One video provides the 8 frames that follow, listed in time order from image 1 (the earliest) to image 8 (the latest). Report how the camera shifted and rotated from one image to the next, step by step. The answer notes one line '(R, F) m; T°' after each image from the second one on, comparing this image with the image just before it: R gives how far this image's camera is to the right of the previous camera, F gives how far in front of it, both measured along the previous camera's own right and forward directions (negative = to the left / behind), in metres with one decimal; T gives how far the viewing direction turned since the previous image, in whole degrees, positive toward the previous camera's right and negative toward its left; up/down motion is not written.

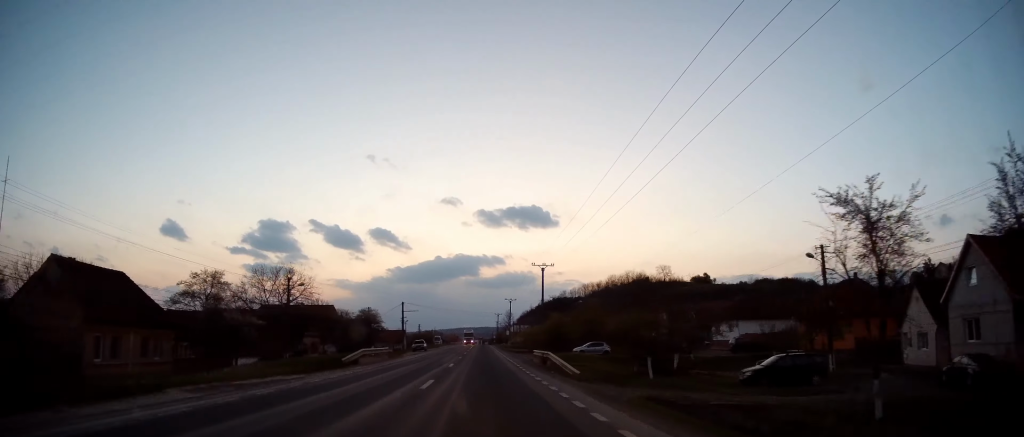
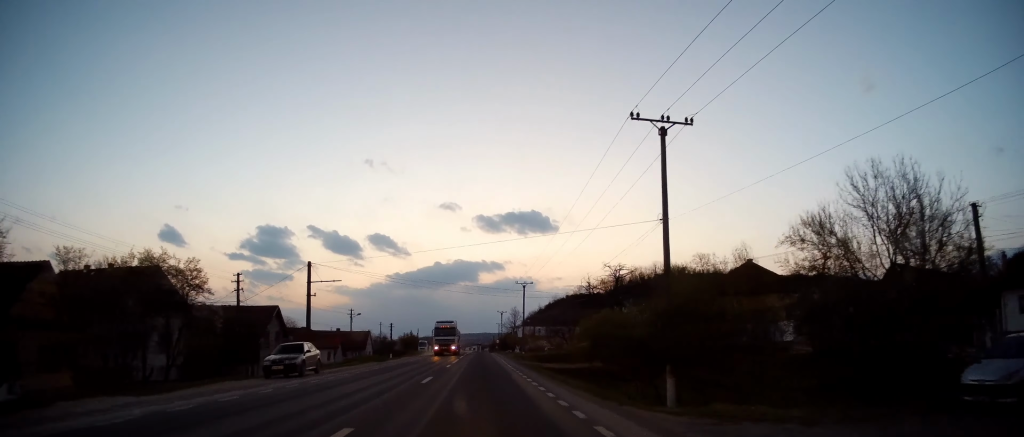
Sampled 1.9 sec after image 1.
(-0.3, +46.1) m; 0°
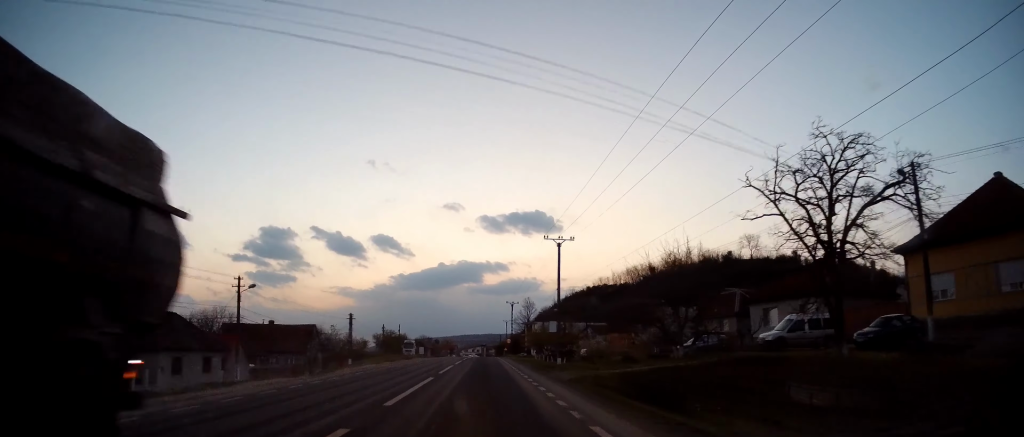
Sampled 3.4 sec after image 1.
(+0.3, +36.4) m; 0°
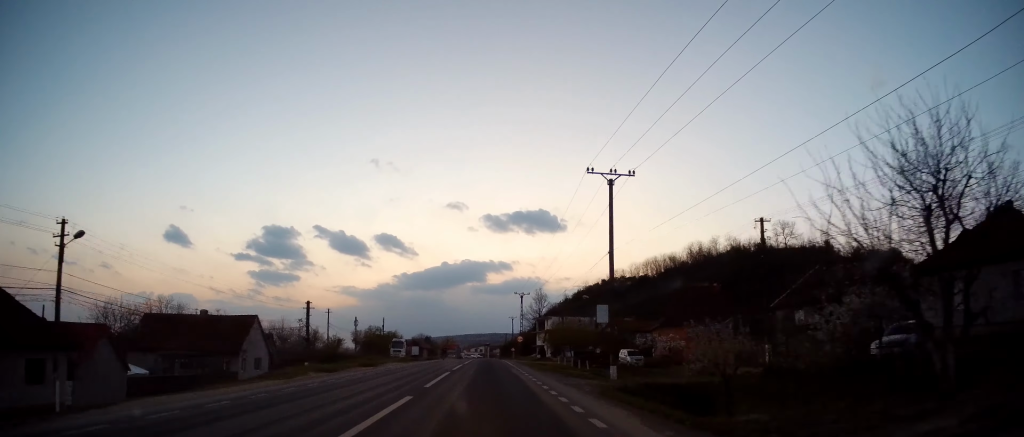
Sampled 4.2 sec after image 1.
(0.0, +19.5) m; 0°
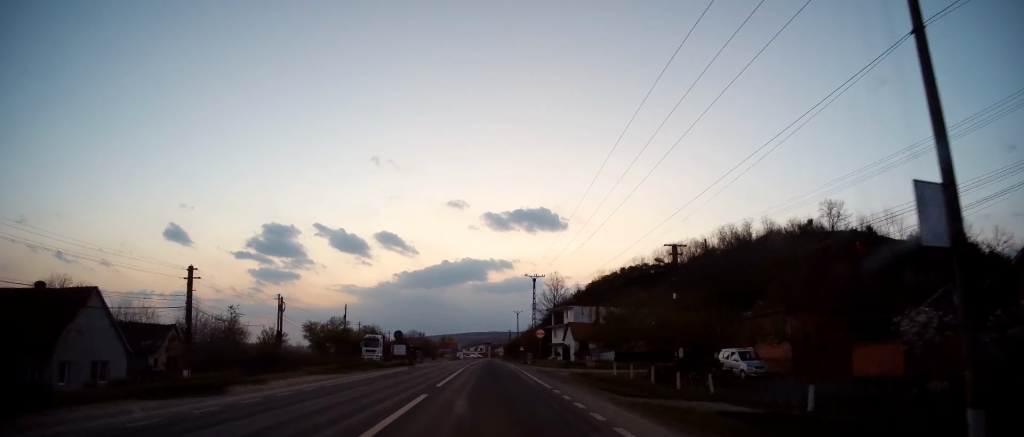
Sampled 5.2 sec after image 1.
(0.0, +23.5) m; -1°
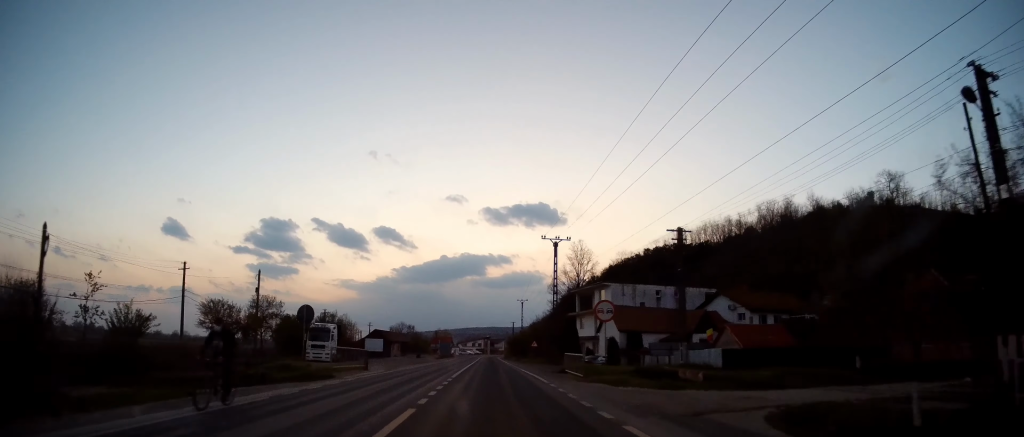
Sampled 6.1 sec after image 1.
(-0.3, +23.5) m; -1°
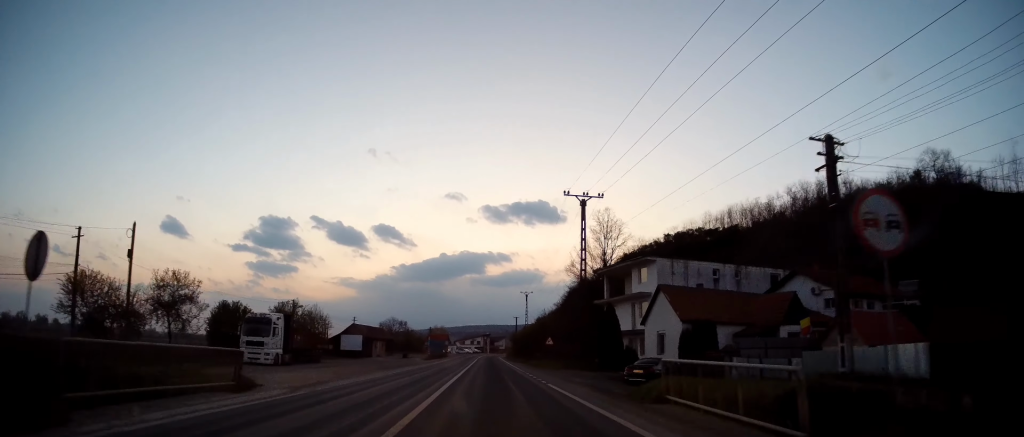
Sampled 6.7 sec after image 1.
(-0.1, +14.6) m; 0°
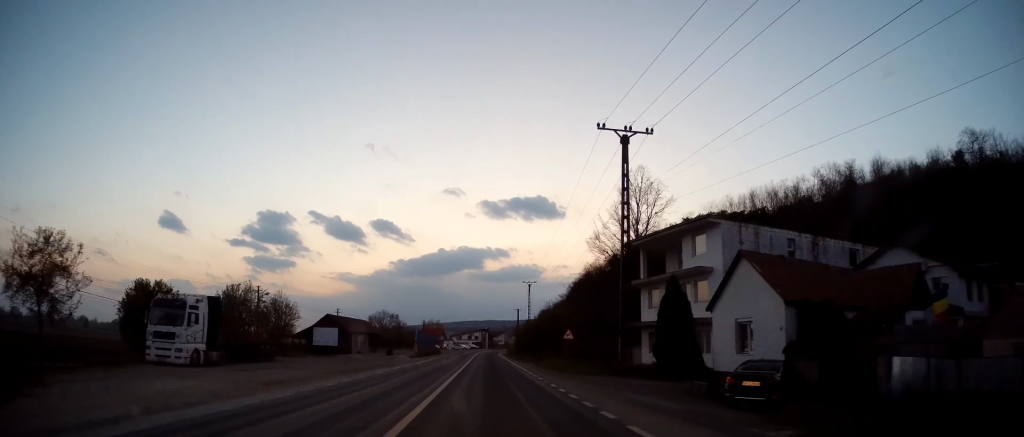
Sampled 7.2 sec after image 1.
(+0.1, +11.3) m; +1°
